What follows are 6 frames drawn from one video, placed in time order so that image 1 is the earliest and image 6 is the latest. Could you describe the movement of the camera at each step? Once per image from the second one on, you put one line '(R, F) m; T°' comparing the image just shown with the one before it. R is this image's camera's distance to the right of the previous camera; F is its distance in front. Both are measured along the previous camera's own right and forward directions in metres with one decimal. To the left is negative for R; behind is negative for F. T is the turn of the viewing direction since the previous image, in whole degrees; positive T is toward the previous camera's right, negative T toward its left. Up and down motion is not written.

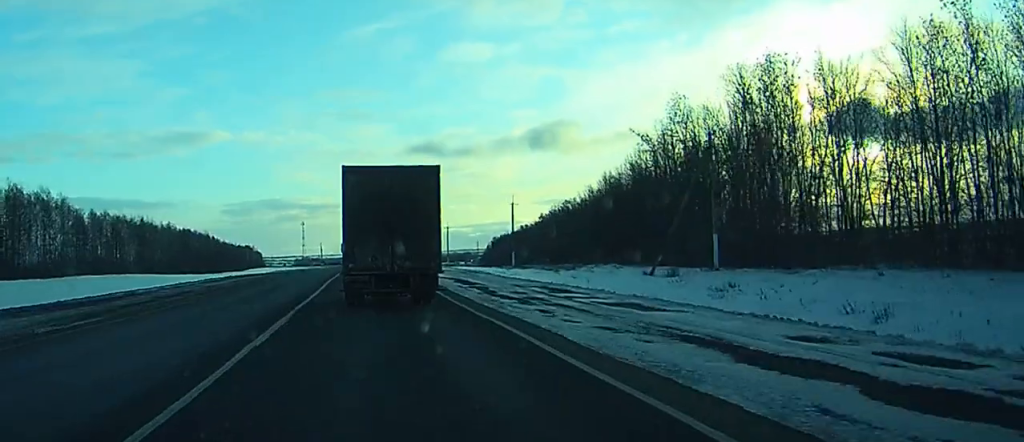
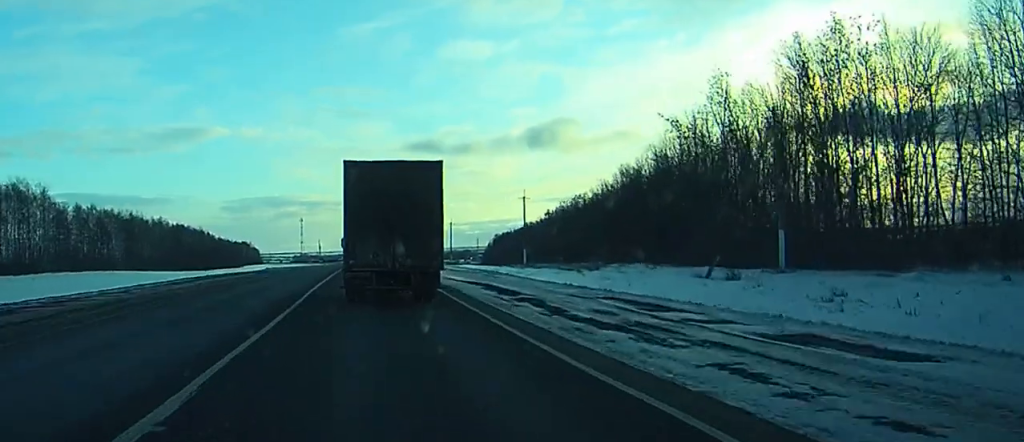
(0.0, +9.6) m; 0°
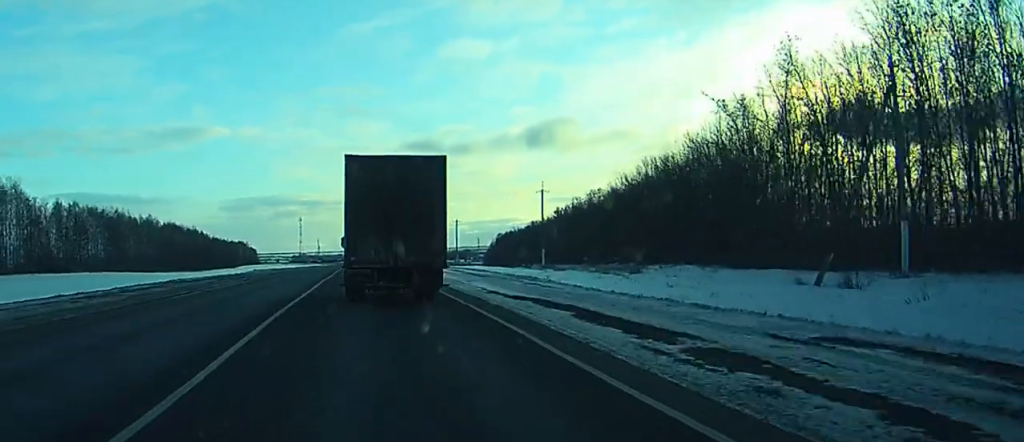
(+0.1, +11.9) m; 0°
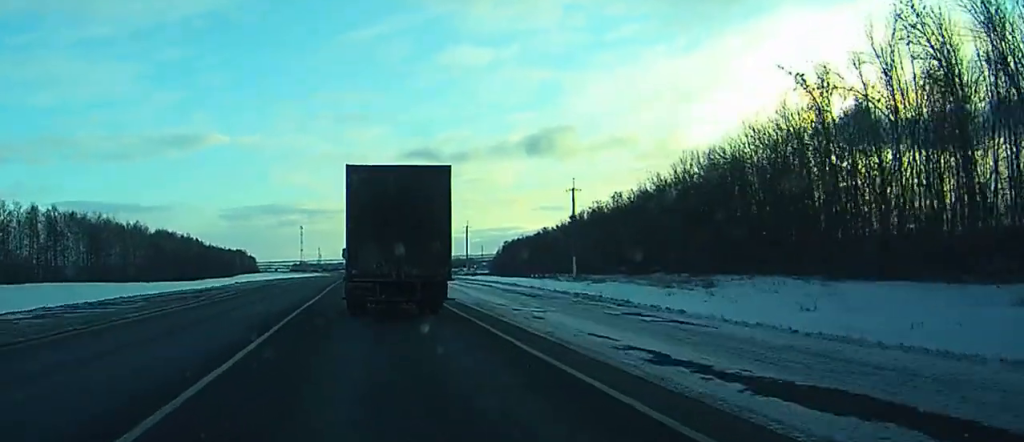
(0.0, +14.2) m; 0°
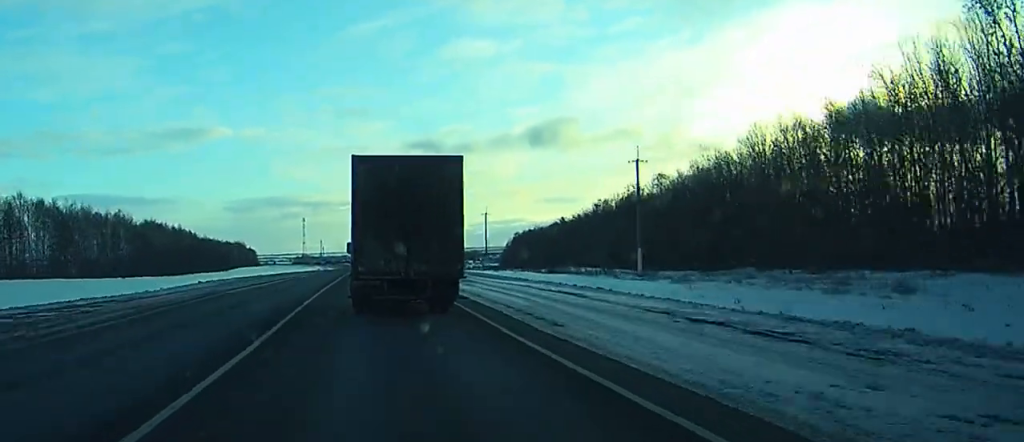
(-0.1, +19.7) m; 0°
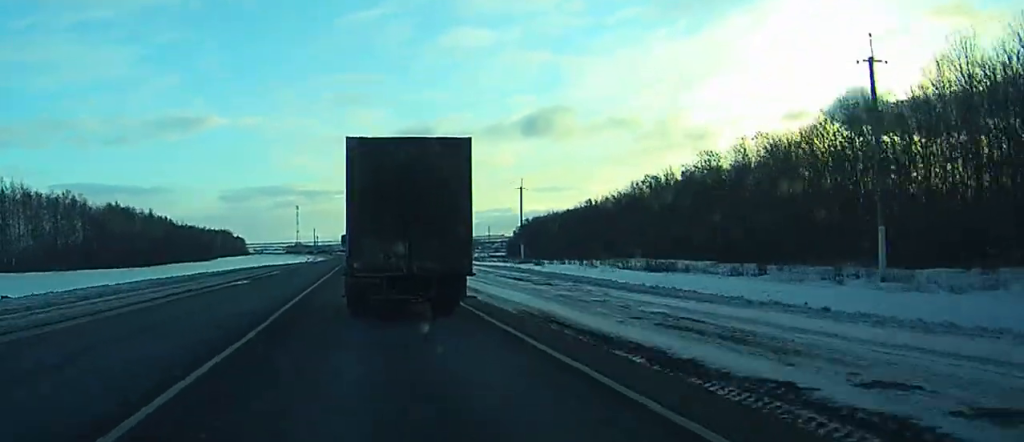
(+0.6, +33.5) m; 0°
